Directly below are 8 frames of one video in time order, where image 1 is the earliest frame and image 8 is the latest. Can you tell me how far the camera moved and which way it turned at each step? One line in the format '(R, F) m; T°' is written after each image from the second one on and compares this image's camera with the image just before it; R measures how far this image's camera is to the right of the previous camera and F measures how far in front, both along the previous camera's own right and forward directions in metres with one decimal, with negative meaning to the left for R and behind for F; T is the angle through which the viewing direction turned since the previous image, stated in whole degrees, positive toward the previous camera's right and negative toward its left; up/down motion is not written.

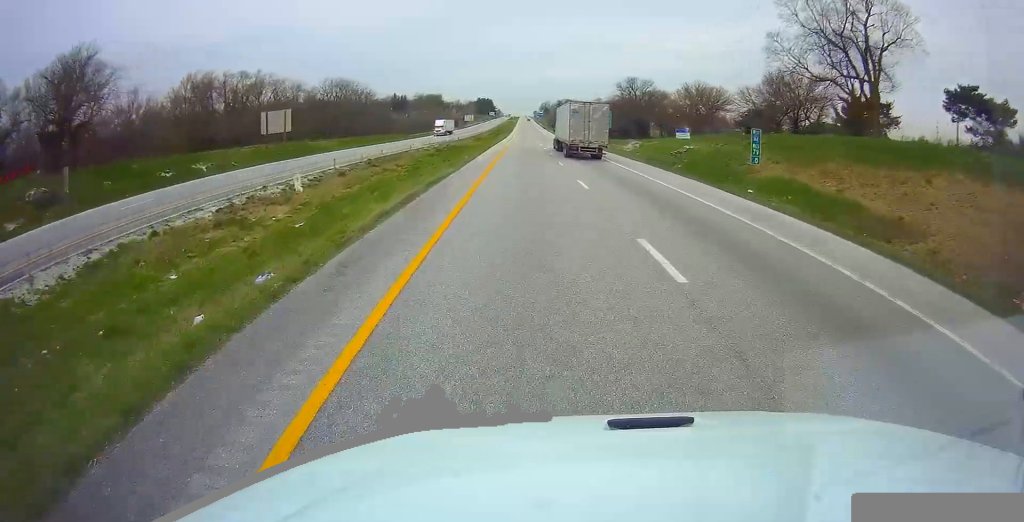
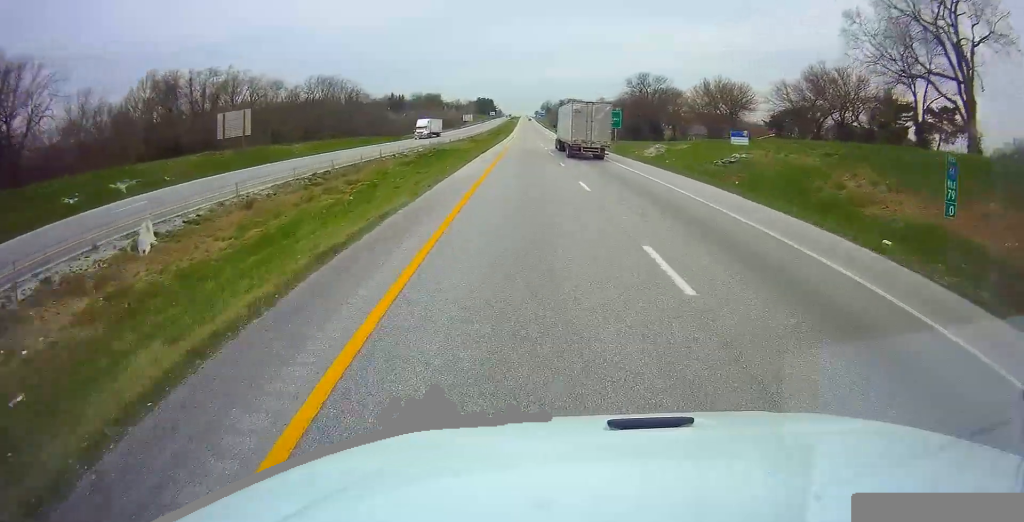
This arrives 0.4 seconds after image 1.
(0.0, +12.8) m; 0°
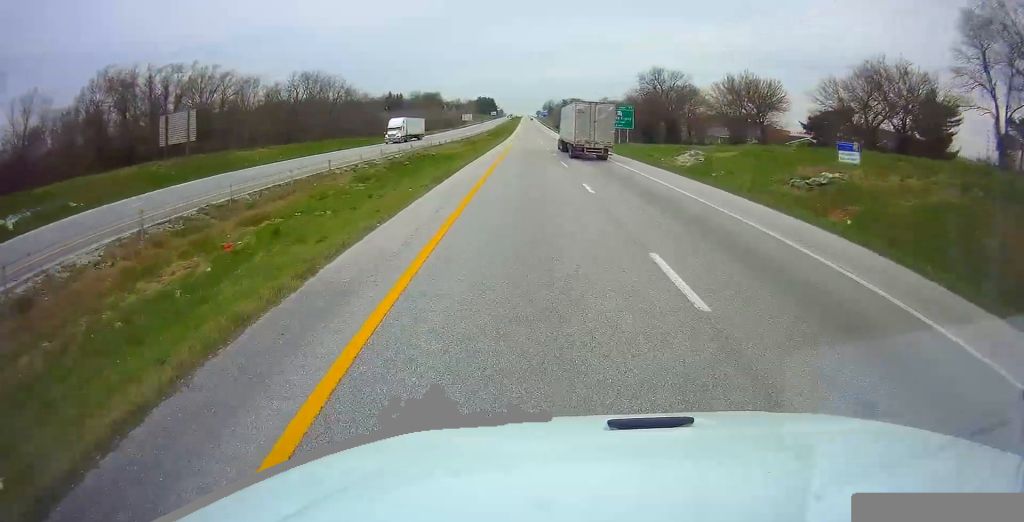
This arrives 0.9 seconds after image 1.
(0.0, +12.8) m; 0°
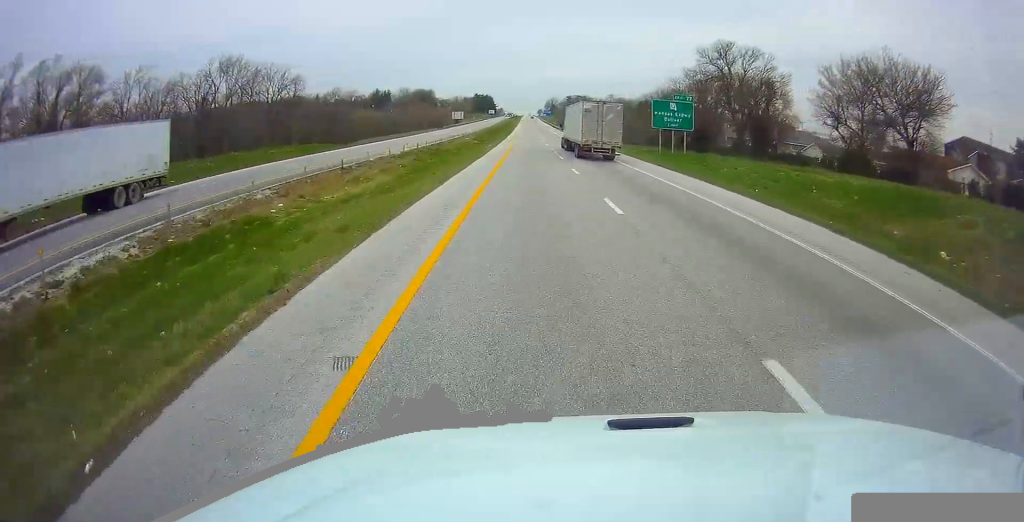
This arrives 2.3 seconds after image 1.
(0.0, +41.3) m; 0°
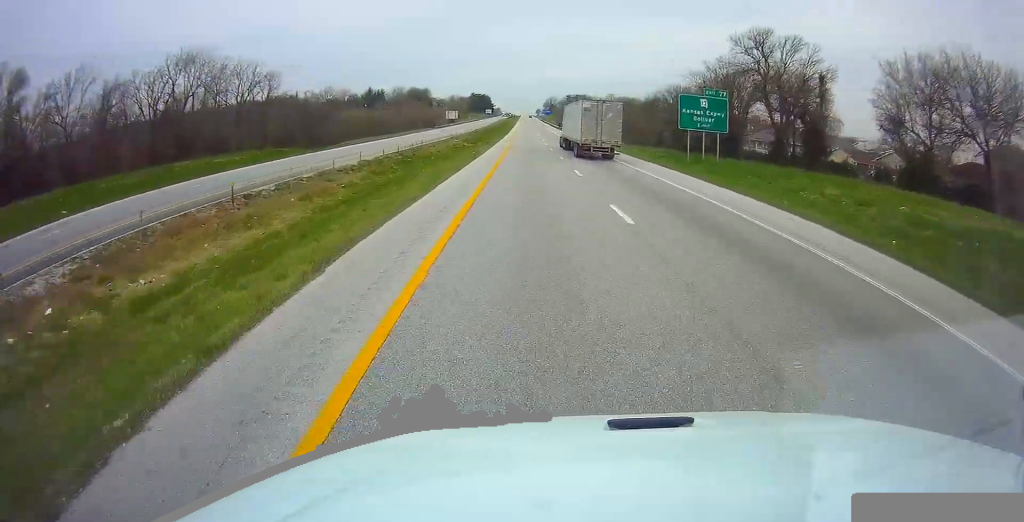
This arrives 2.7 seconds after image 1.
(+0.1, +13.8) m; 0°
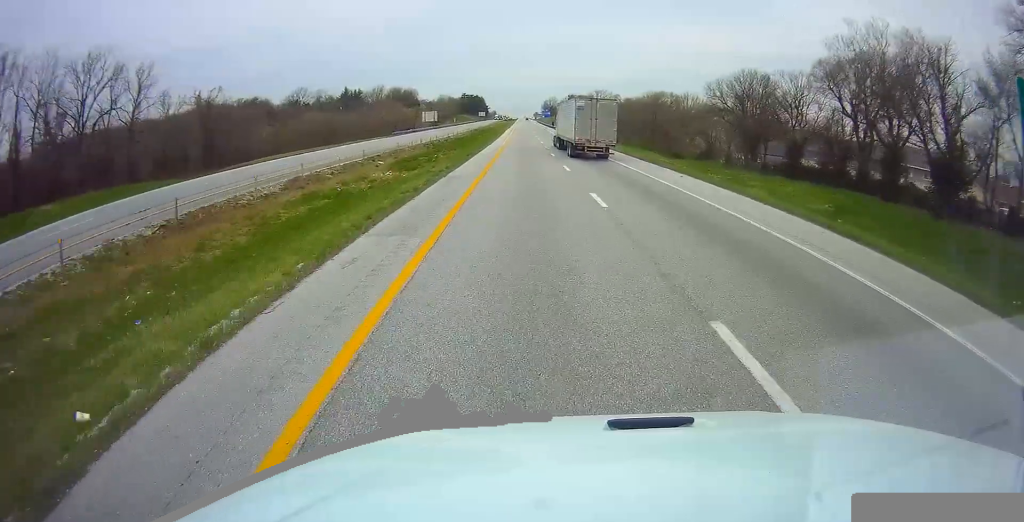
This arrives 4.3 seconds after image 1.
(-0.1, +46.0) m; 0°
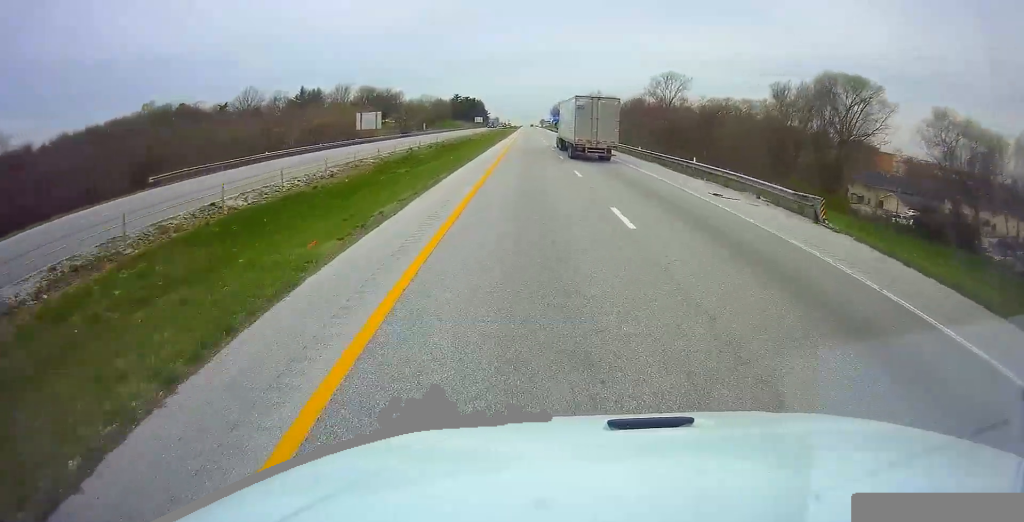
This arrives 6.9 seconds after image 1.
(0.0, +75.9) m; 0°
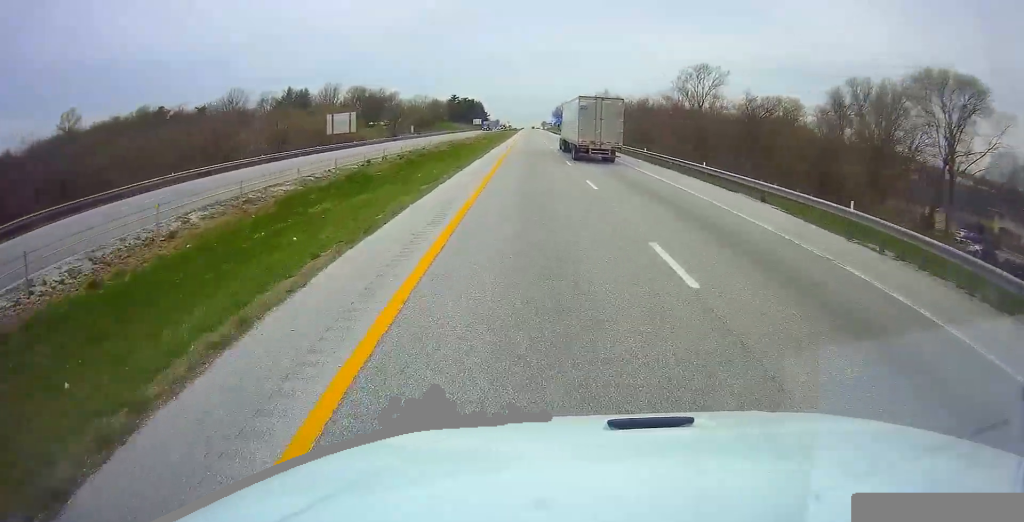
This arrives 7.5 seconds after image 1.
(0.0, +16.5) m; 0°
